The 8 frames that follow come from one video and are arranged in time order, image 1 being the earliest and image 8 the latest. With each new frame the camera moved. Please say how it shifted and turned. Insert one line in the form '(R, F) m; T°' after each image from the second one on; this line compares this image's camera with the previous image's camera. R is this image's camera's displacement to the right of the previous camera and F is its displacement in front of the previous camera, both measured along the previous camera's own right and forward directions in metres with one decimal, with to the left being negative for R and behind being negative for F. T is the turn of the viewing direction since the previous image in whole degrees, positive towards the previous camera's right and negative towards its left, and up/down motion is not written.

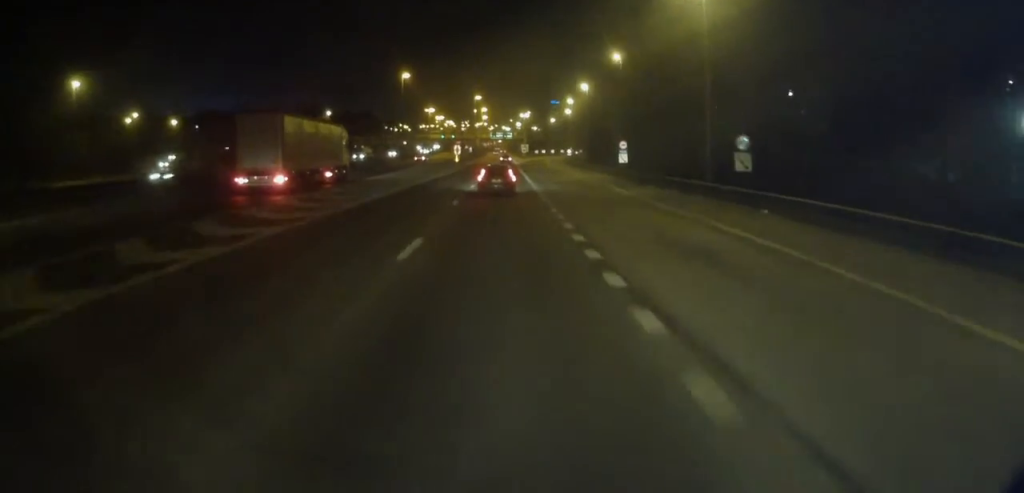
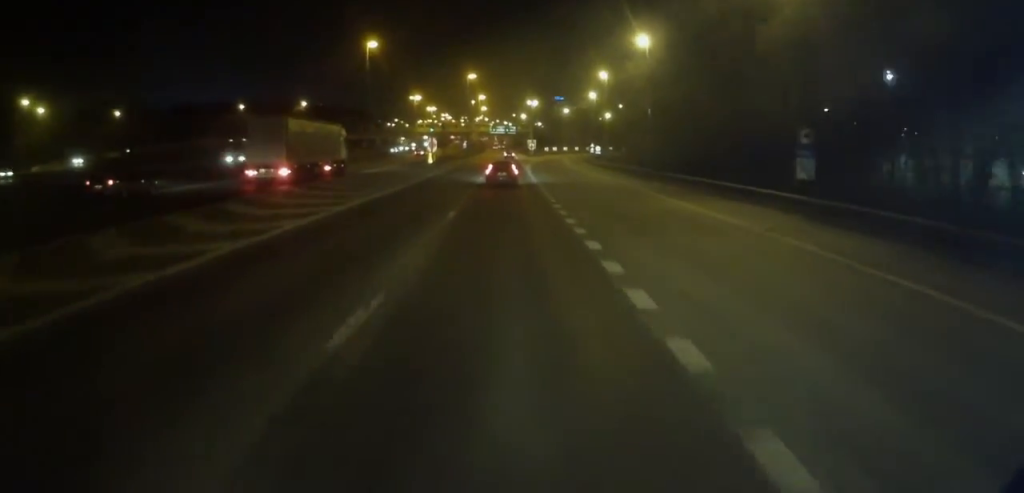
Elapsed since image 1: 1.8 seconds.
(+0.4, +40.6) m; 0°
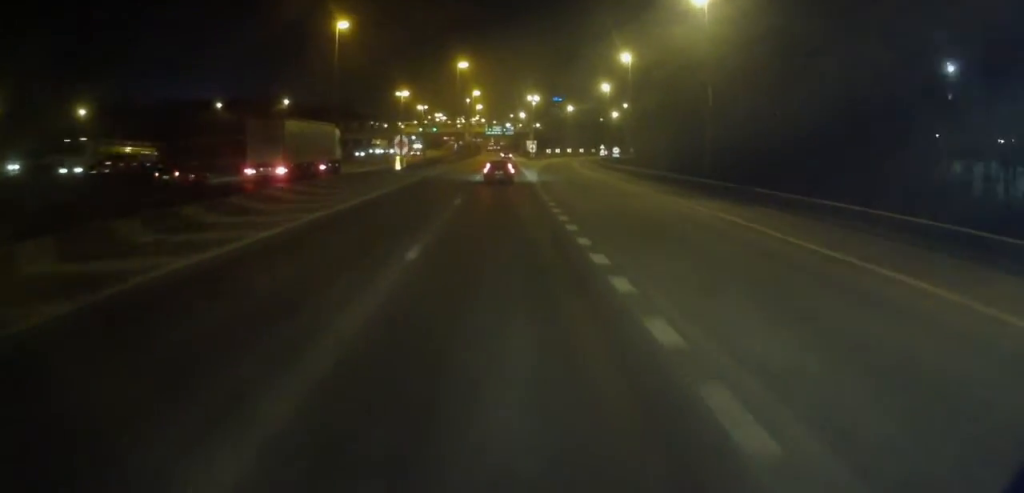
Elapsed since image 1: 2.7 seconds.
(-0.1, +19.0) m; -1°
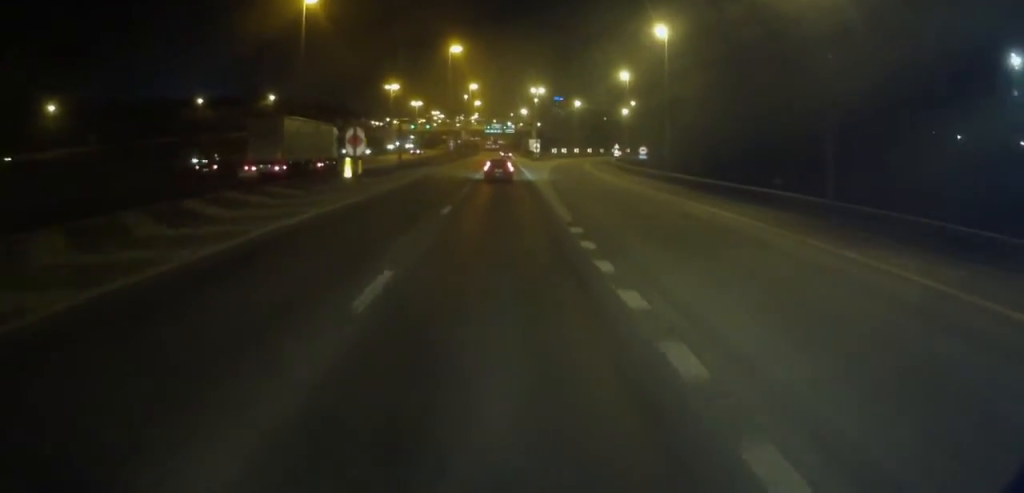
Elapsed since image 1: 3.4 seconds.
(-0.1, +16.1) m; 0°
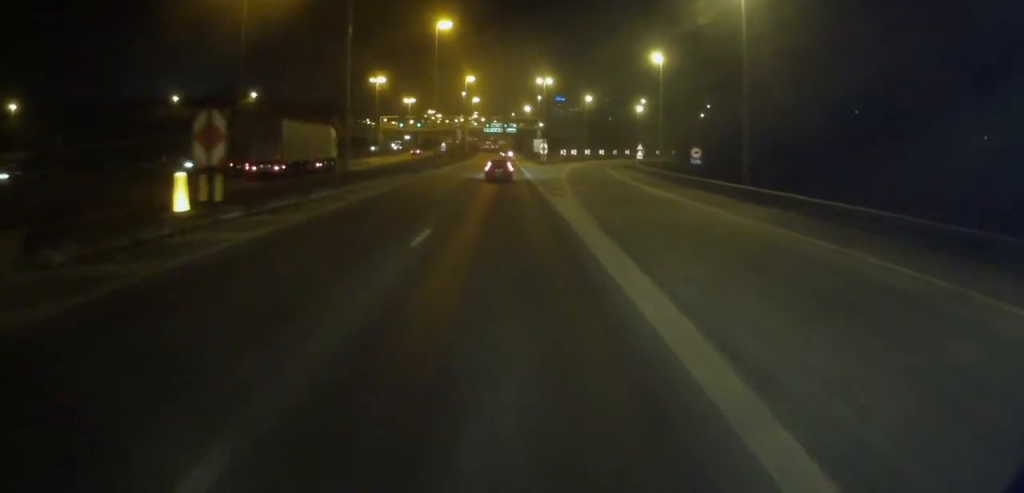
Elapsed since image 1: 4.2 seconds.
(0.0, +18.6) m; +1°
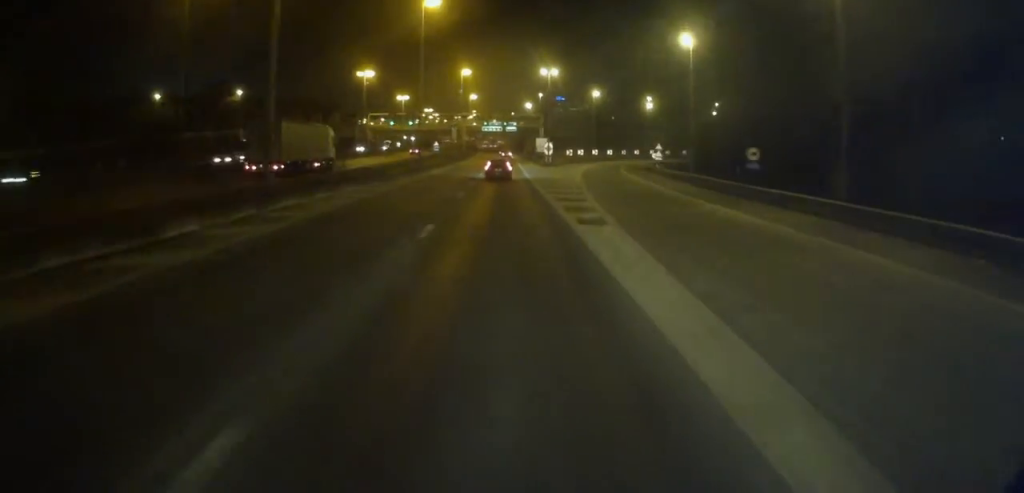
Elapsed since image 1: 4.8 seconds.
(+0.1, +14.7) m; +1°
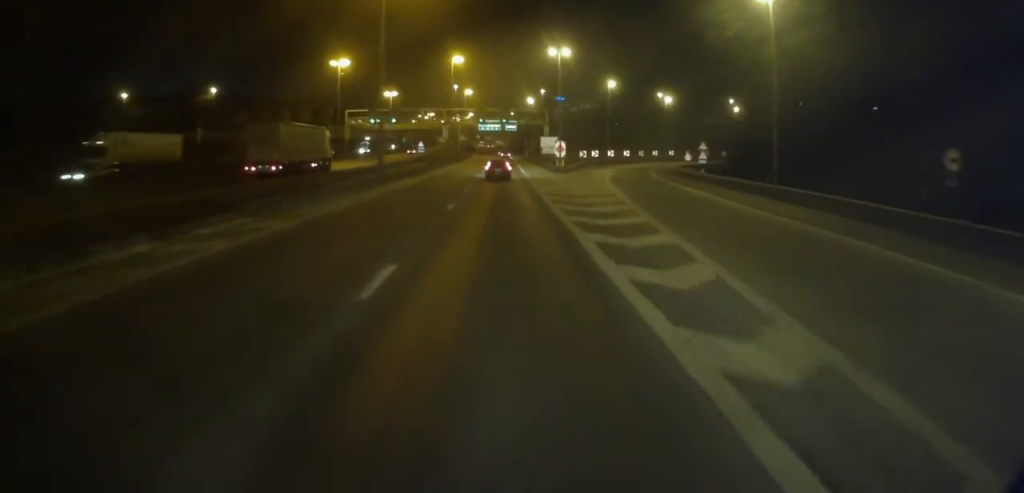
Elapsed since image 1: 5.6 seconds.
(+0.4, +18.7) m; 0°
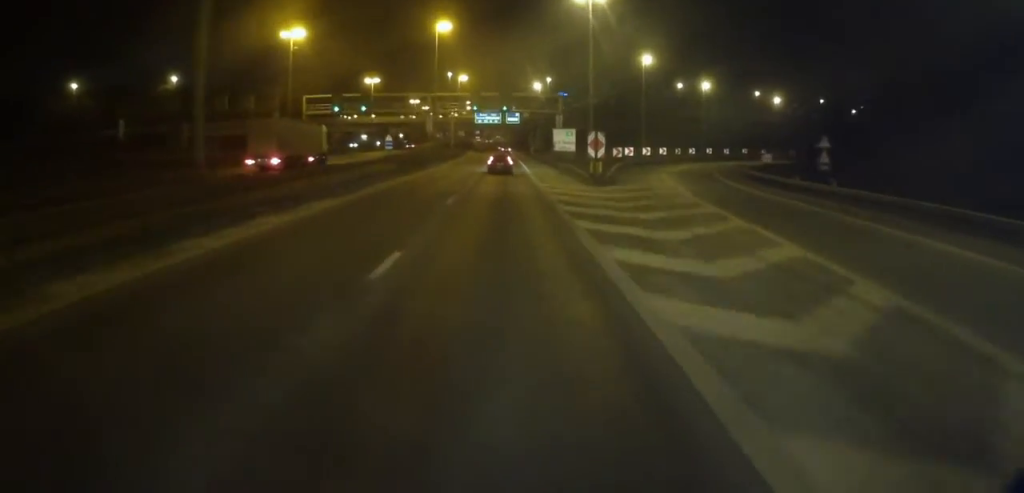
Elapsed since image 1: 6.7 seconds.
(-0.6, +25.0) m; -1°
